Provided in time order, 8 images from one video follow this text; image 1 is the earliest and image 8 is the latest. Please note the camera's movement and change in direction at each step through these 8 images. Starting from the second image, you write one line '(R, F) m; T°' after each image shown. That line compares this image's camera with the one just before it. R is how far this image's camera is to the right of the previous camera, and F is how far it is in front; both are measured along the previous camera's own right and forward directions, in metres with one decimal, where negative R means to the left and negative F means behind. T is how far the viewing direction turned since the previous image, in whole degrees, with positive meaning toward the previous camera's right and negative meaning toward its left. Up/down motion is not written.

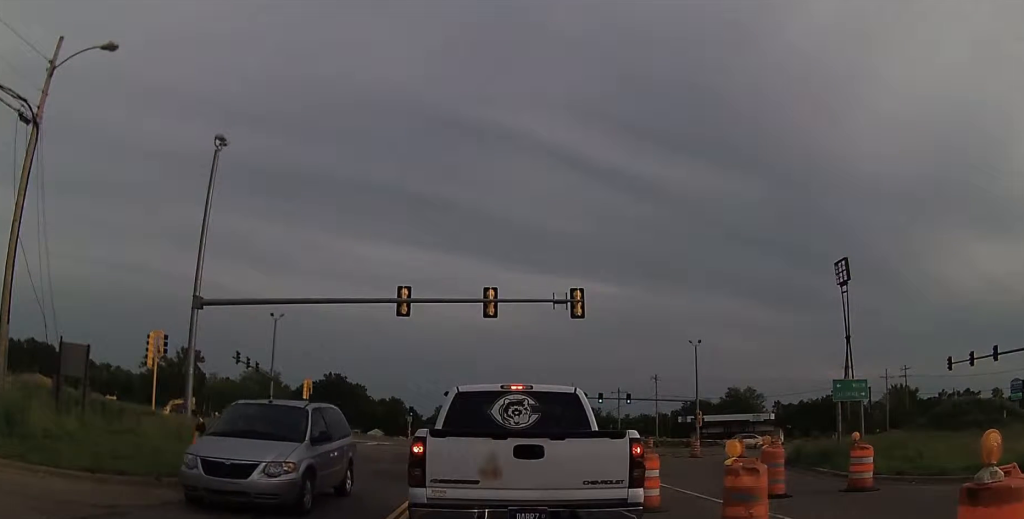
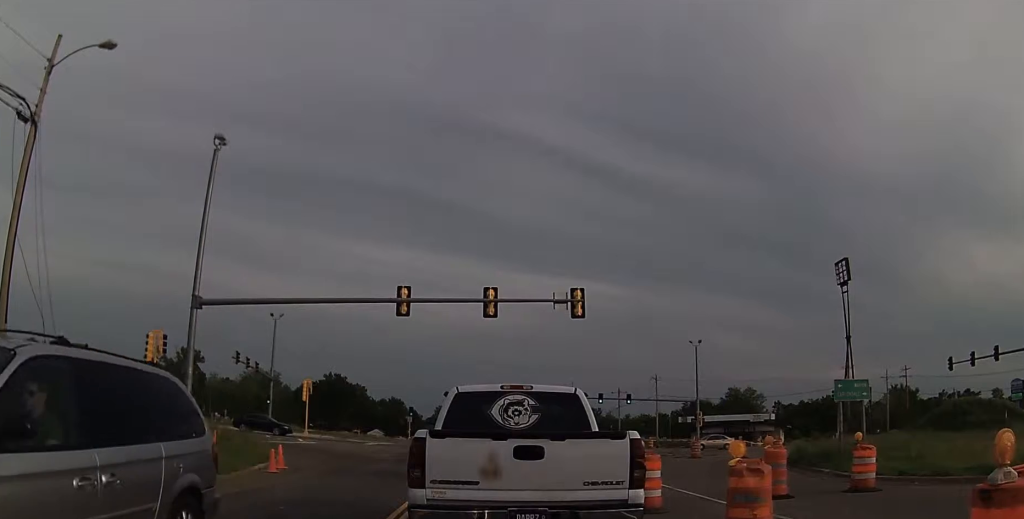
(0.0, 0.0) m; 0°
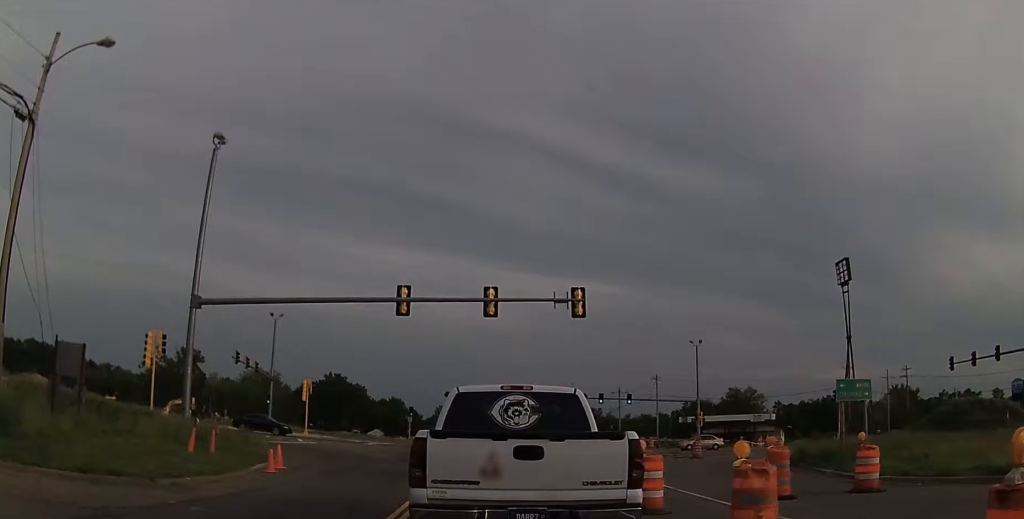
(0.0, 0.0) m; 0°
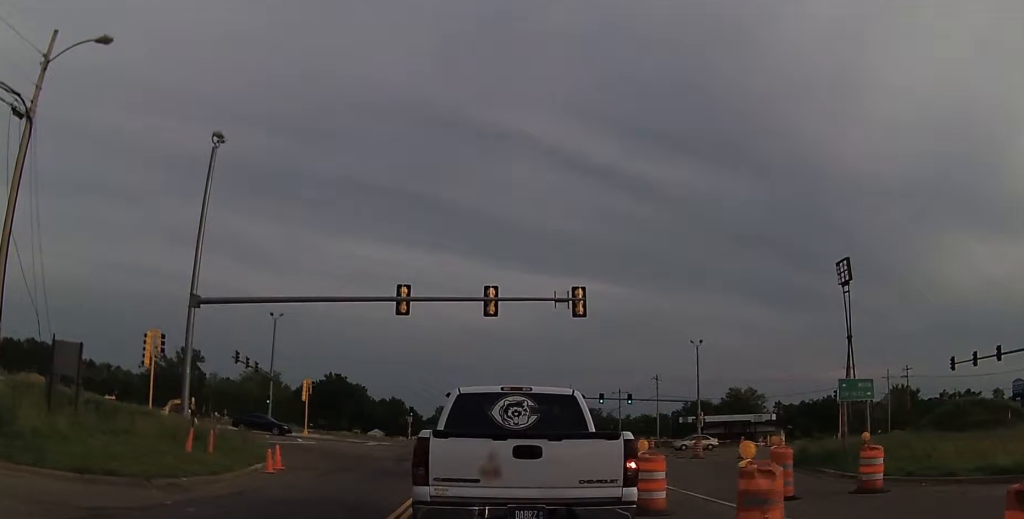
(0.0, 0.0) m; 0°
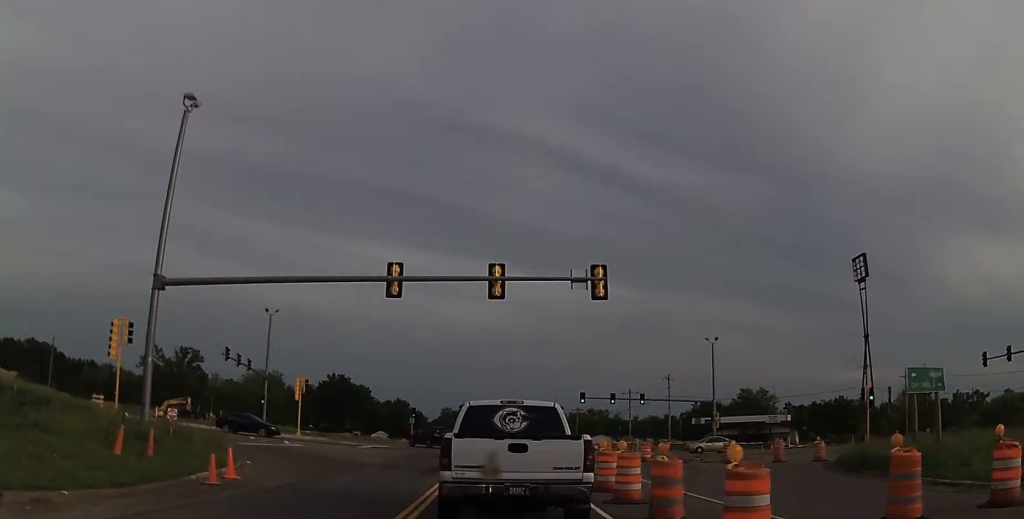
(0.0, +2.3) m; 0°
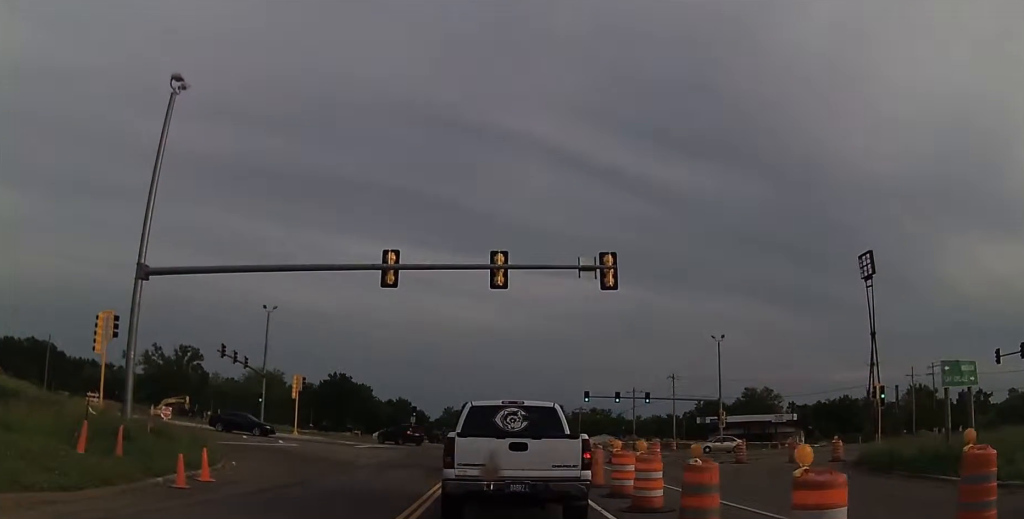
(0.0, +1.6) m; 0°
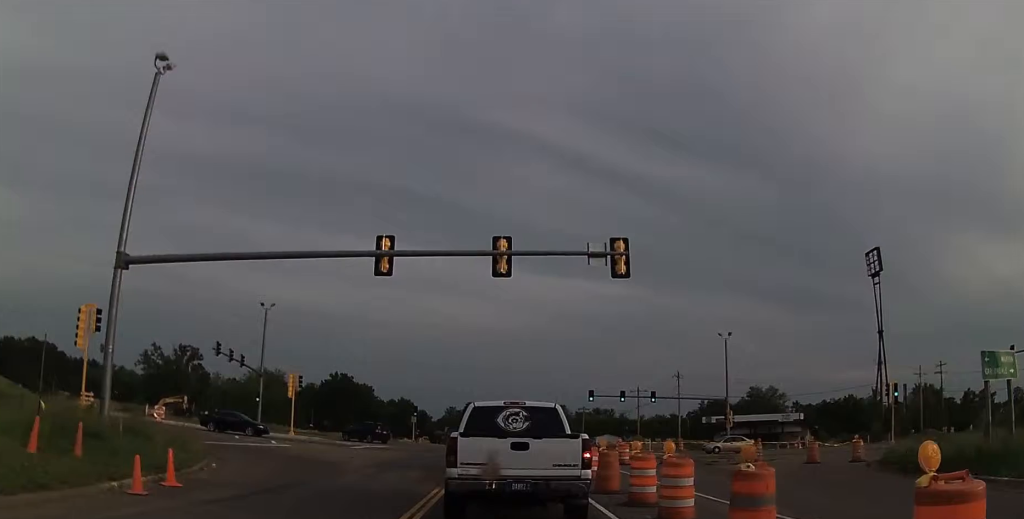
(0.0, +1.4) m; 0°
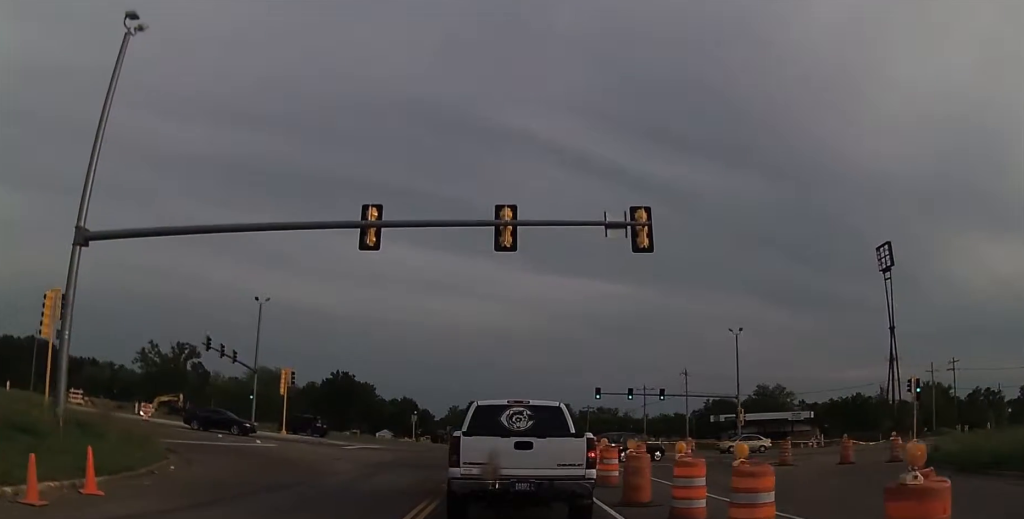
(0.0, +2.7) m; +4°
